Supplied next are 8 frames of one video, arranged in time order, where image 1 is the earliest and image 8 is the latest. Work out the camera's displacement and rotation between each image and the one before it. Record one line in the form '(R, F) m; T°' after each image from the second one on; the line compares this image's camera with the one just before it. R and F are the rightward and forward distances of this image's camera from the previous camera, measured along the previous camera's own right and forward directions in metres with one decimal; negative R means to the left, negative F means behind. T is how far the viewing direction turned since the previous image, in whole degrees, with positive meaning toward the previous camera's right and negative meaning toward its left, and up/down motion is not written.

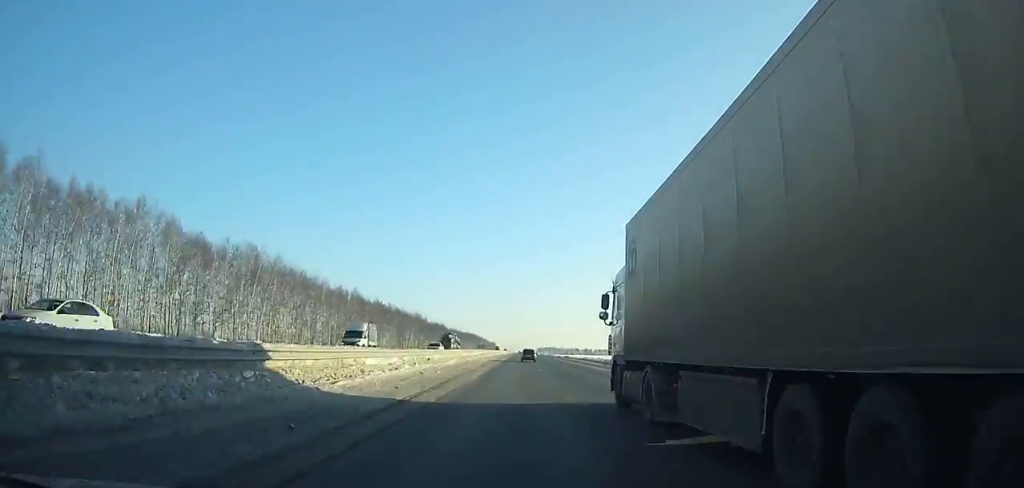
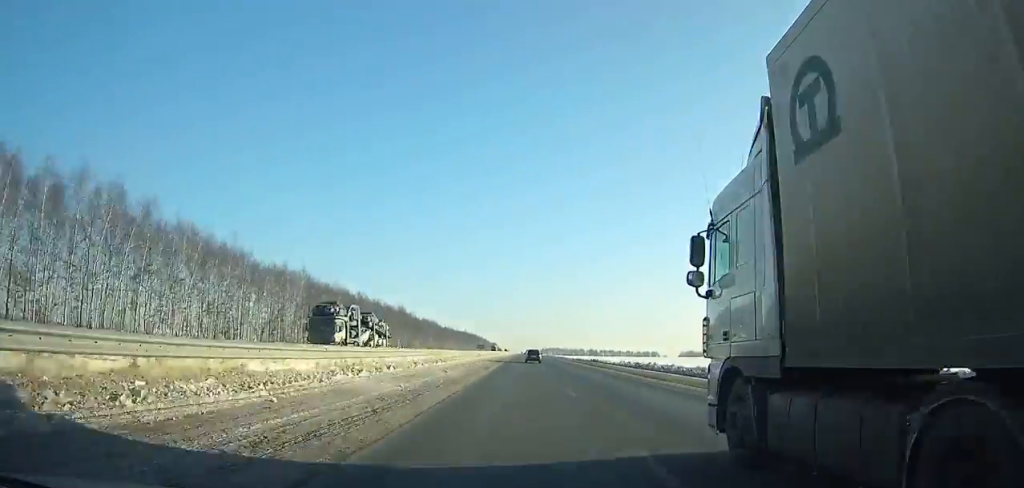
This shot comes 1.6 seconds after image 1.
(+0.1, +43.5) m; 0°
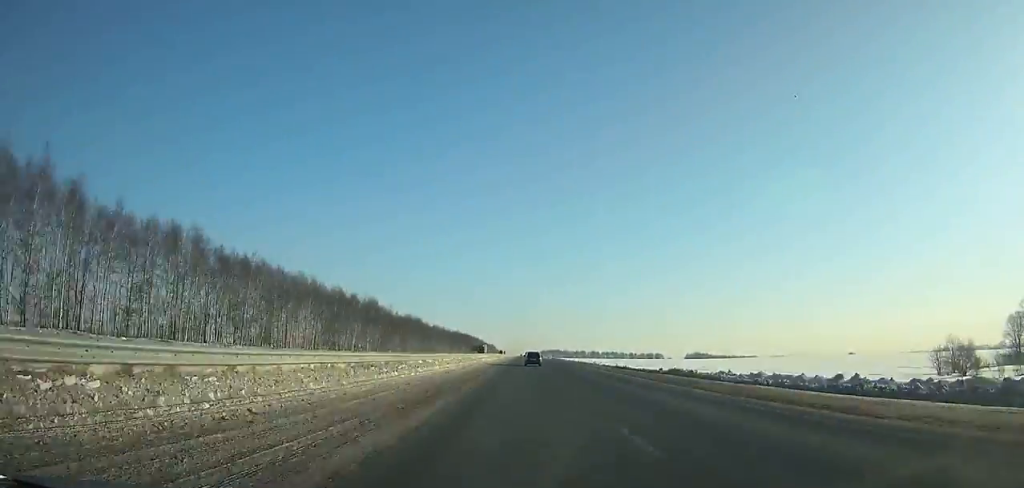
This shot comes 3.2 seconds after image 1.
(-0.1, +43.5) m; 0°
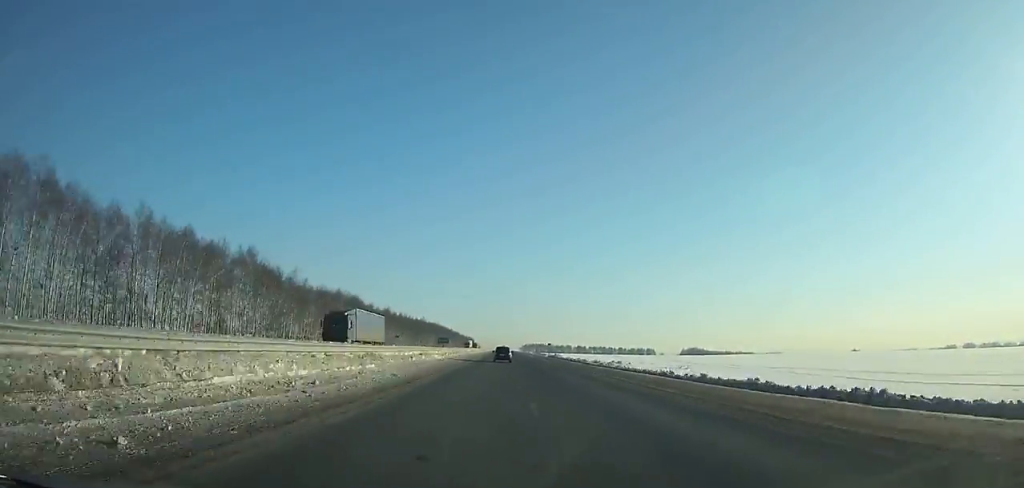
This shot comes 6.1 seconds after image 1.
(+0.8, +78.5) m; 0°
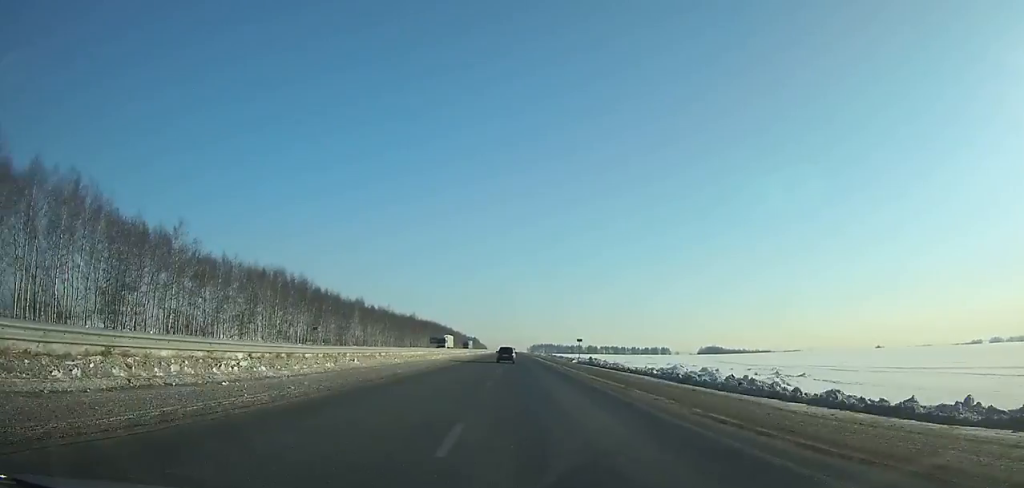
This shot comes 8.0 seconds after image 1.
(-0.2, +50.9) m; 0°
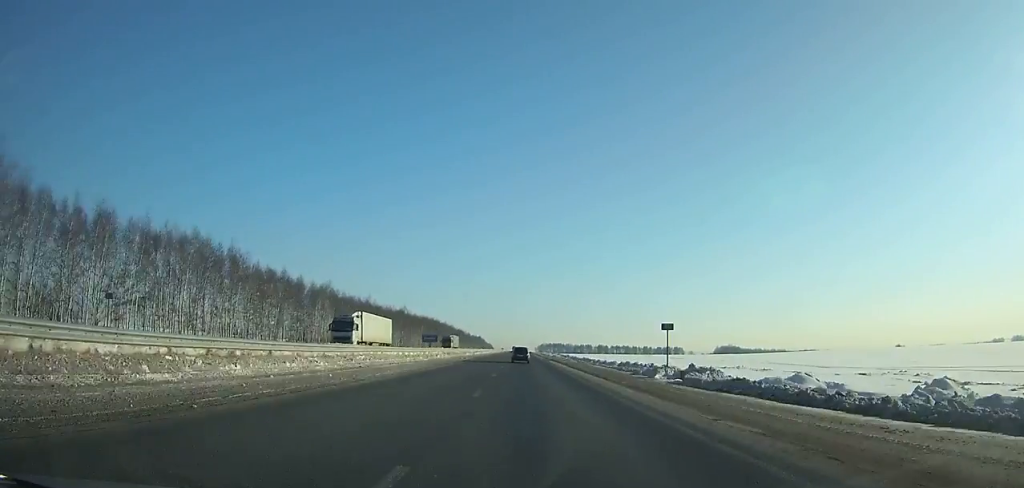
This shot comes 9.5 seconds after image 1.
(-0.2, +39.9) m; 0°
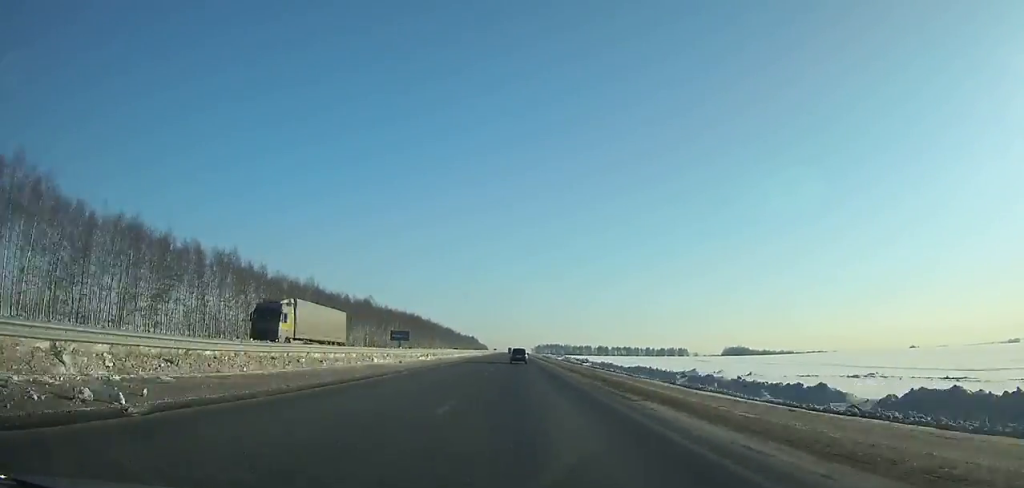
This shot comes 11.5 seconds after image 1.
(-0.1, +52.8) m; 0°
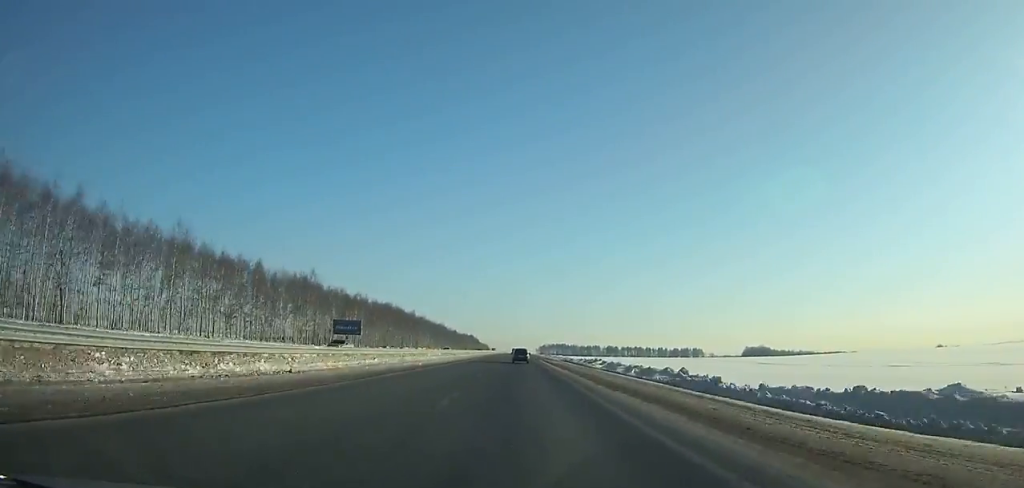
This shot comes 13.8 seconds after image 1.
(-0.1, +60.5) m; 0°
